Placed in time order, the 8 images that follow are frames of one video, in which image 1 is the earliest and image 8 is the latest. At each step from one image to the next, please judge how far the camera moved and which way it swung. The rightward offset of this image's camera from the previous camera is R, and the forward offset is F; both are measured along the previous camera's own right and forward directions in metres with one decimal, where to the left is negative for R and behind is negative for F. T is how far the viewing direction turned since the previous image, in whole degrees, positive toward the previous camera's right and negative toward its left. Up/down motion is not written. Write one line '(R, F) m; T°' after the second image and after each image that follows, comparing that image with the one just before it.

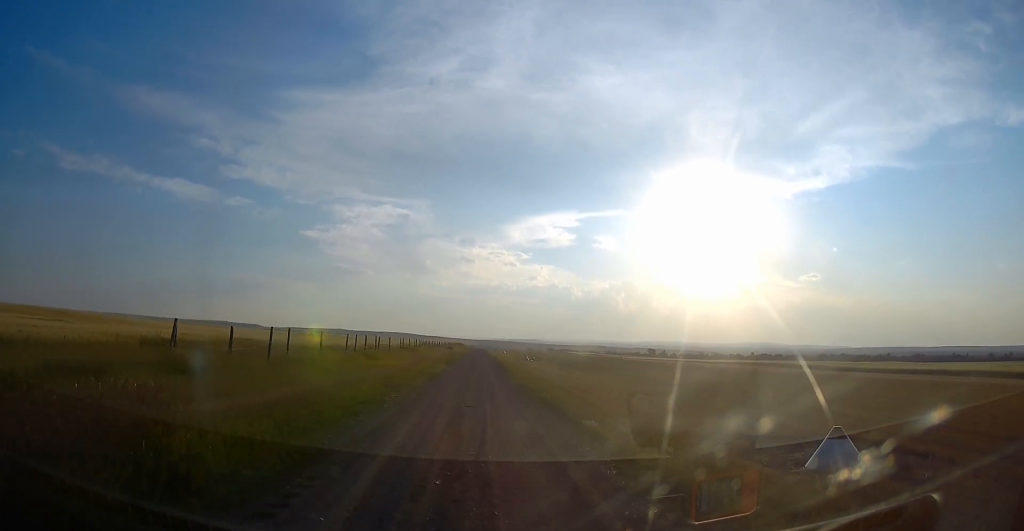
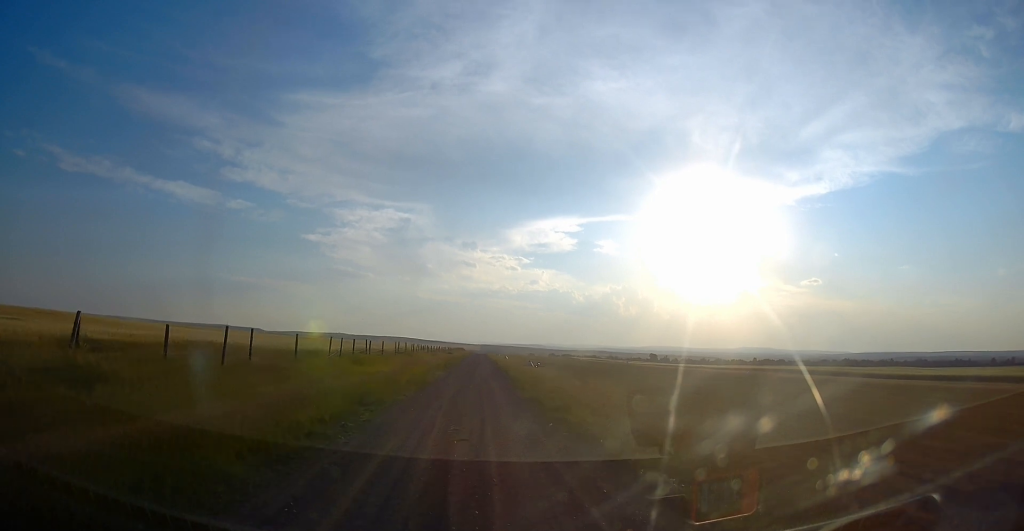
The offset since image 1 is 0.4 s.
(0.0, +4.6) m; 0°
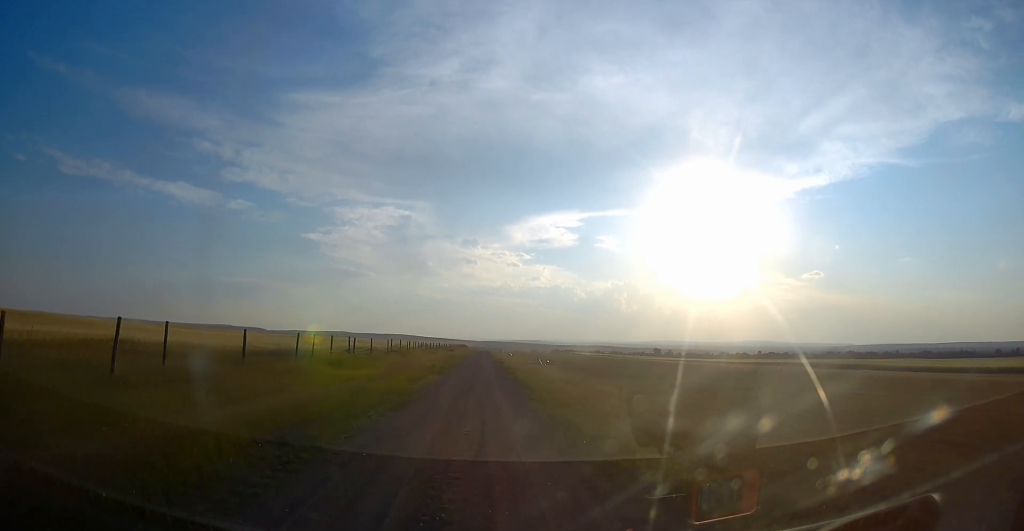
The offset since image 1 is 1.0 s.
(0.0, +6.6) m; 0°
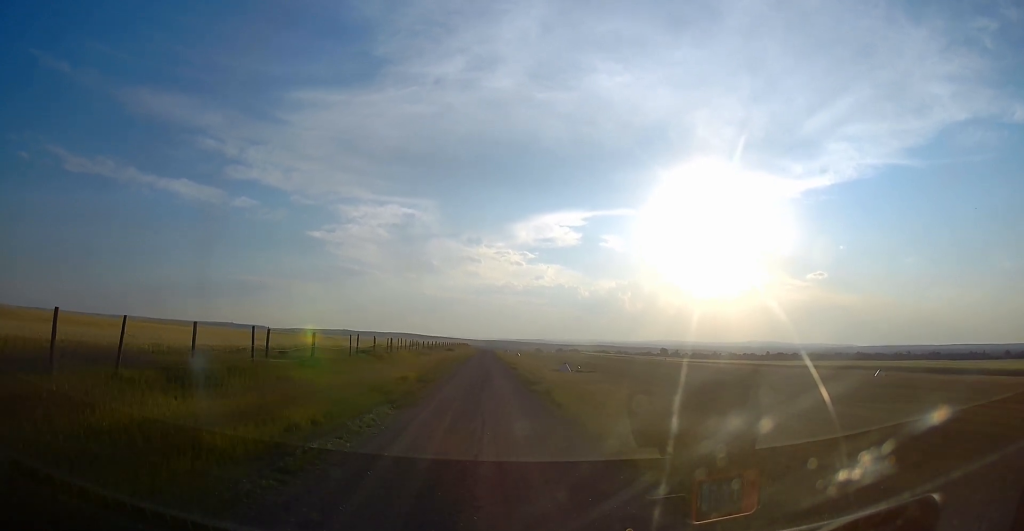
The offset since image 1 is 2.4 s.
(0.0, +17.1) m; 0°
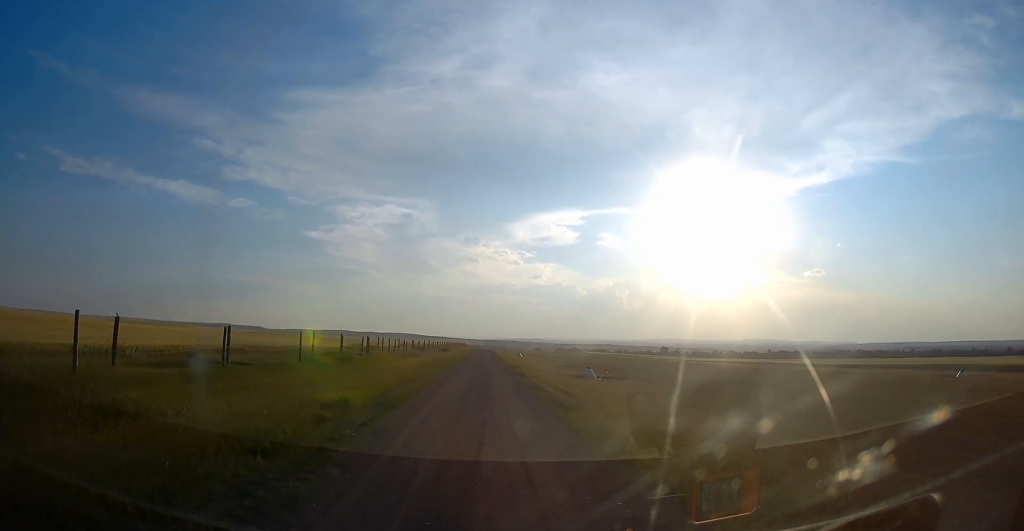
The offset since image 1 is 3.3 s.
(0.0, +10.1) m; 0°
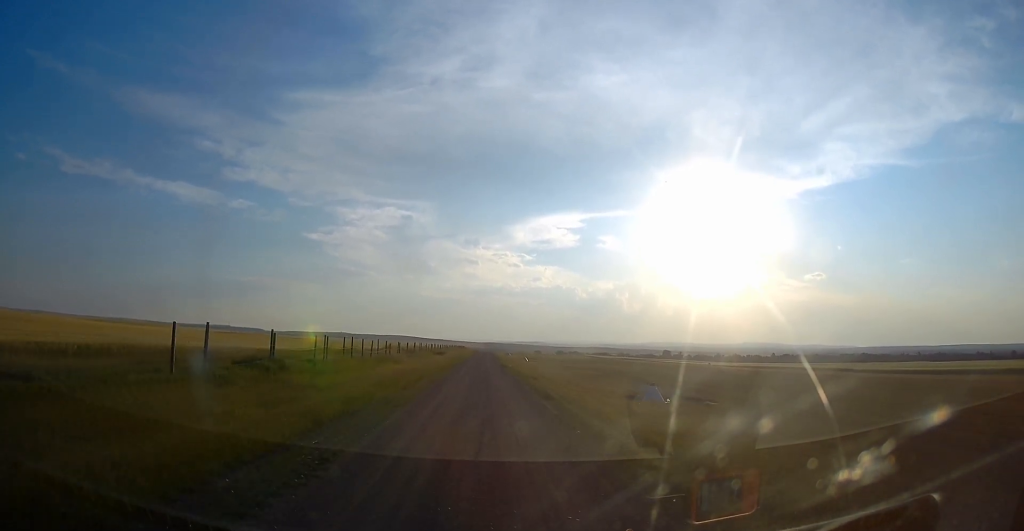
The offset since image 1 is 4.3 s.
(0.0, +11.8) m; 0°
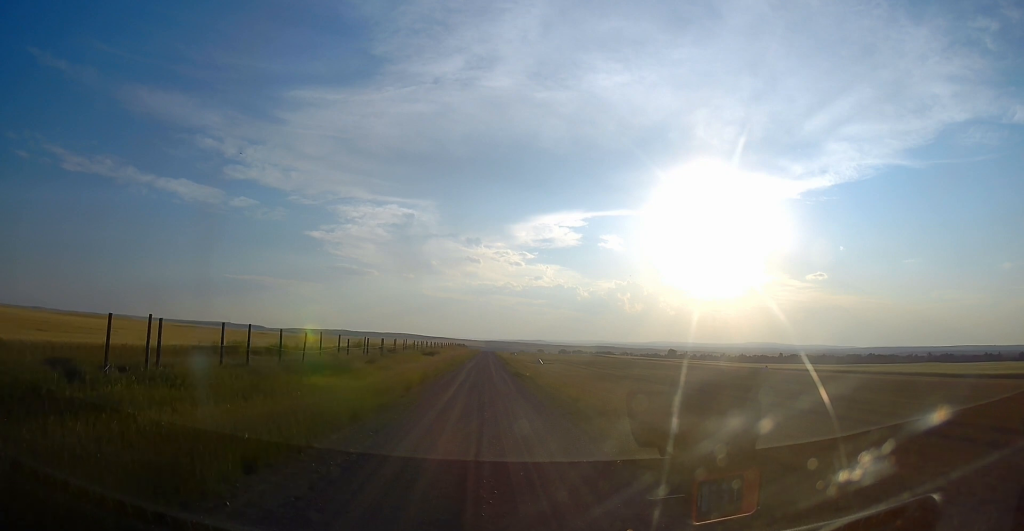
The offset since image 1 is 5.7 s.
(+0.3, +17.2) m; +2°
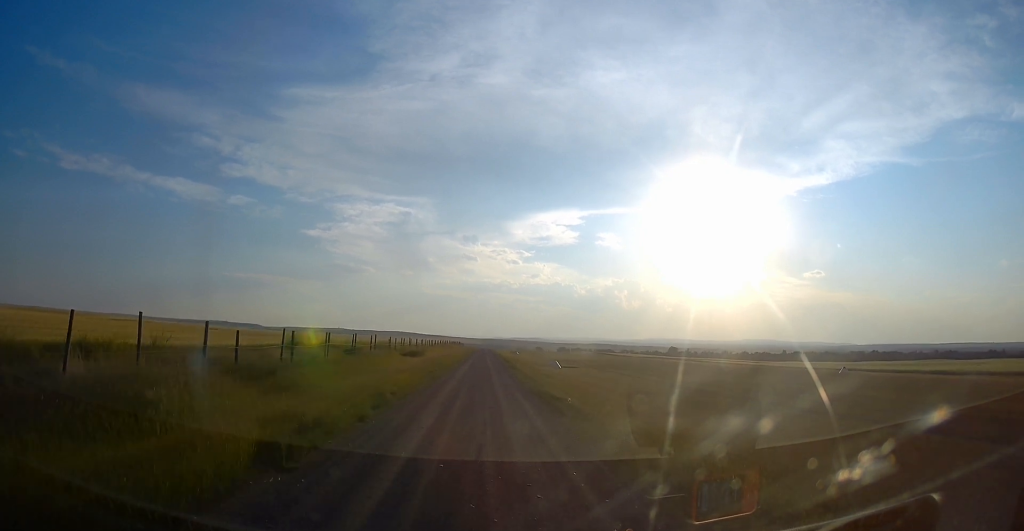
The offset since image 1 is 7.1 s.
(+0.1, +16.5) m; -1°
